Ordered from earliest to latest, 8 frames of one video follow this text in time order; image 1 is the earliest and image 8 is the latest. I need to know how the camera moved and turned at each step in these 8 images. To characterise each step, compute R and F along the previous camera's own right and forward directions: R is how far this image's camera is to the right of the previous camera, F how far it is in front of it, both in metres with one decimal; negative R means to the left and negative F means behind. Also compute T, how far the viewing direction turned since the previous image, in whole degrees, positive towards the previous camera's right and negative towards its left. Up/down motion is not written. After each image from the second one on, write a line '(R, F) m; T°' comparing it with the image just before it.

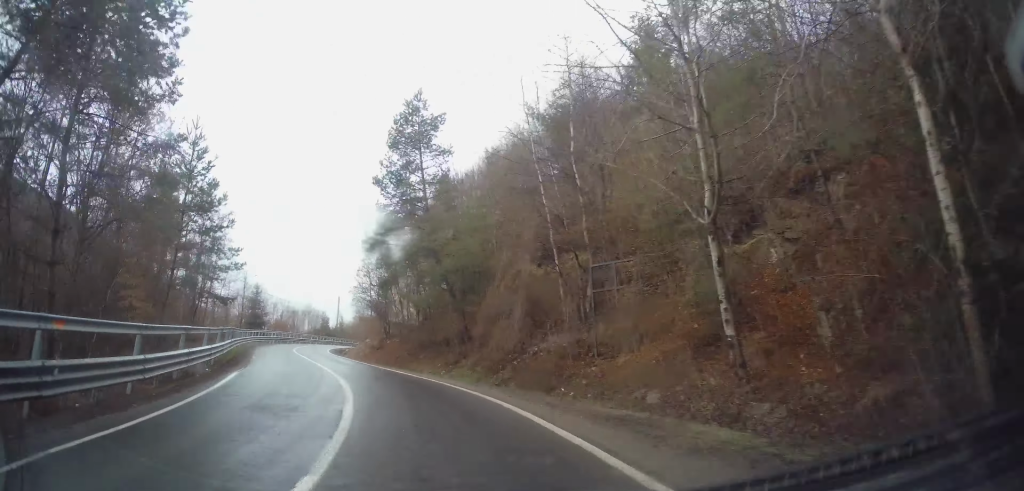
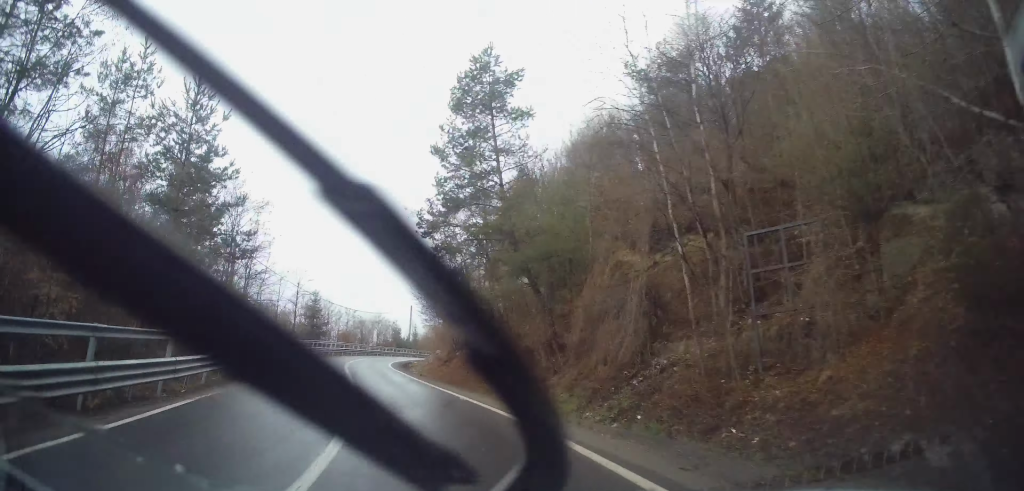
(-0.6, +6.7) m; -7°
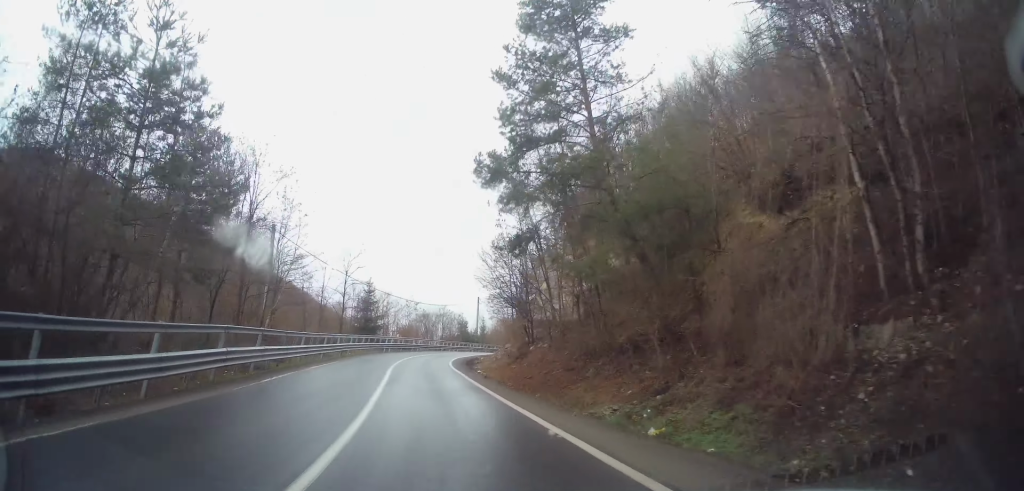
(-0.5, +6.5) m; -6°
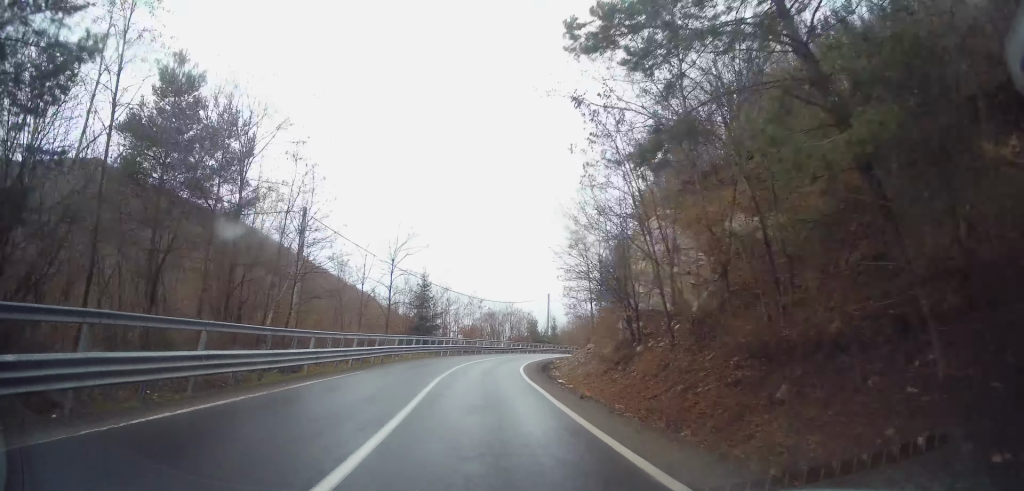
(-0.5, +8.0) m; -4°
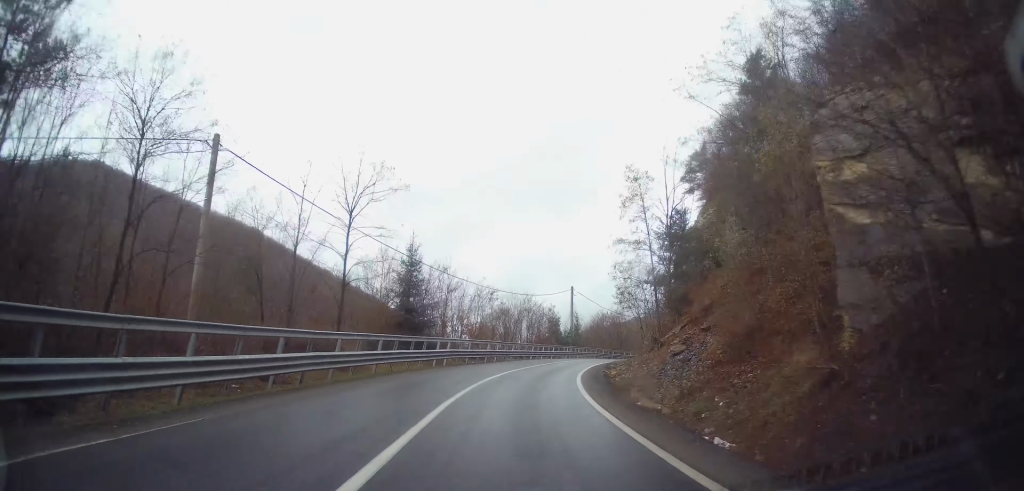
(-0.6, +15.4) m; 0°
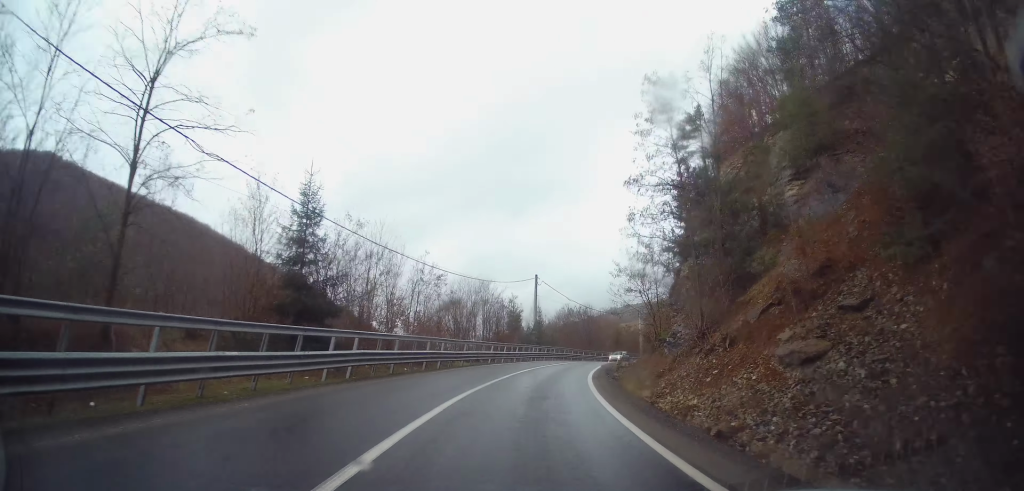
(+0.3, +12.7) m; +5°
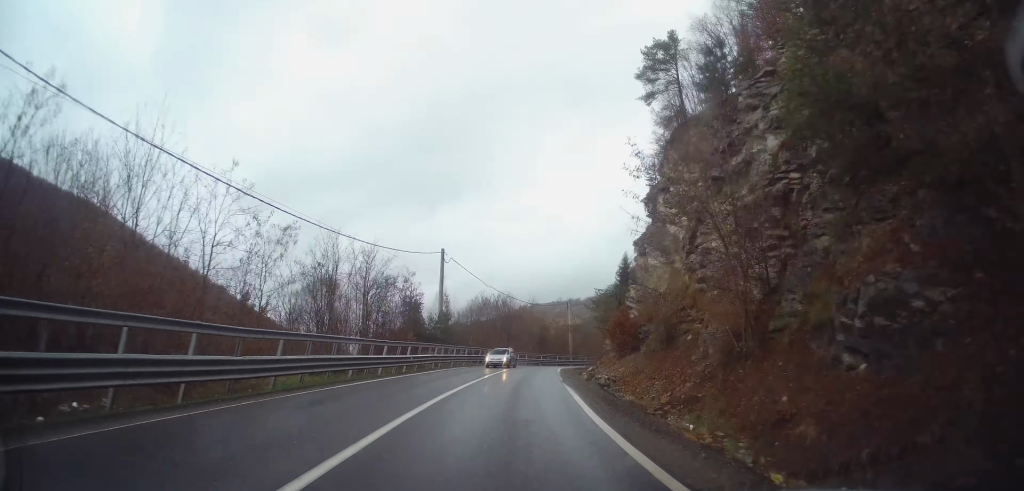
(+1.4, +17.3) m; +8°
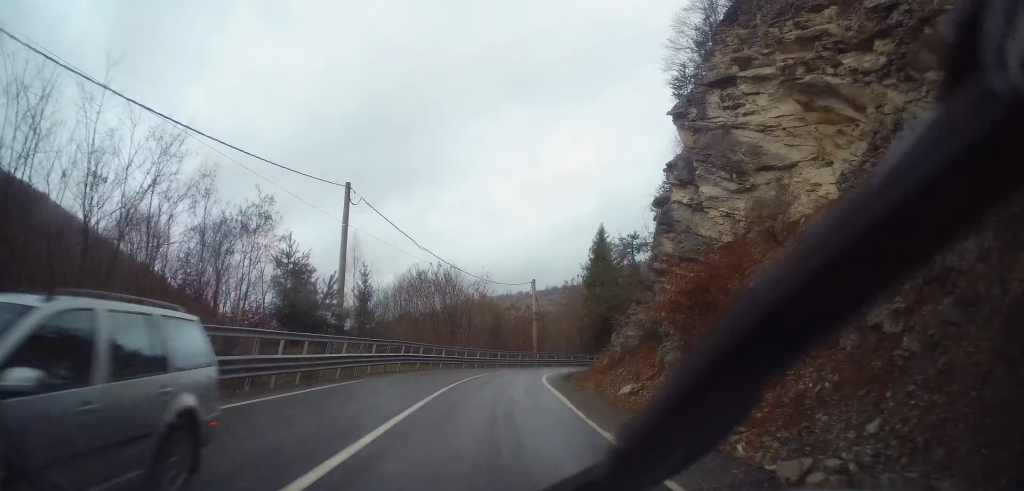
(+1.0, +18.6) m; +5°
